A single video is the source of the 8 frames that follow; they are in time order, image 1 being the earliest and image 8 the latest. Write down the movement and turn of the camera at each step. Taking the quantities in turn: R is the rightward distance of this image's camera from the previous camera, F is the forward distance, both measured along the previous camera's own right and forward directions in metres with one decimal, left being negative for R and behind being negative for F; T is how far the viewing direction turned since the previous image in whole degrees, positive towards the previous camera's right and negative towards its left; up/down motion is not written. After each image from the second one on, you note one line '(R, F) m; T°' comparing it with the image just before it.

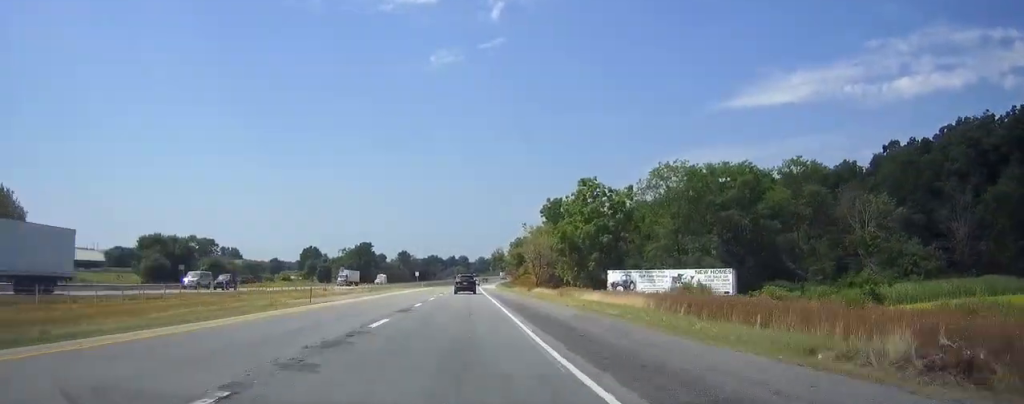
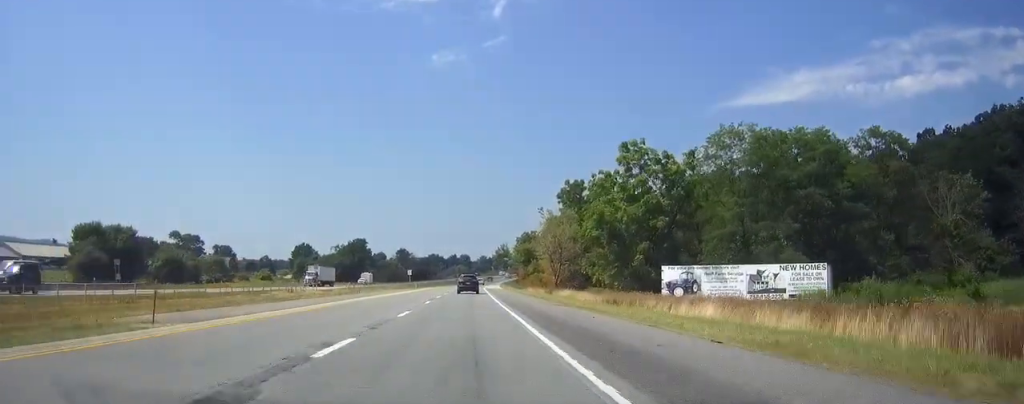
(-0.1, +19.5) m; 0°
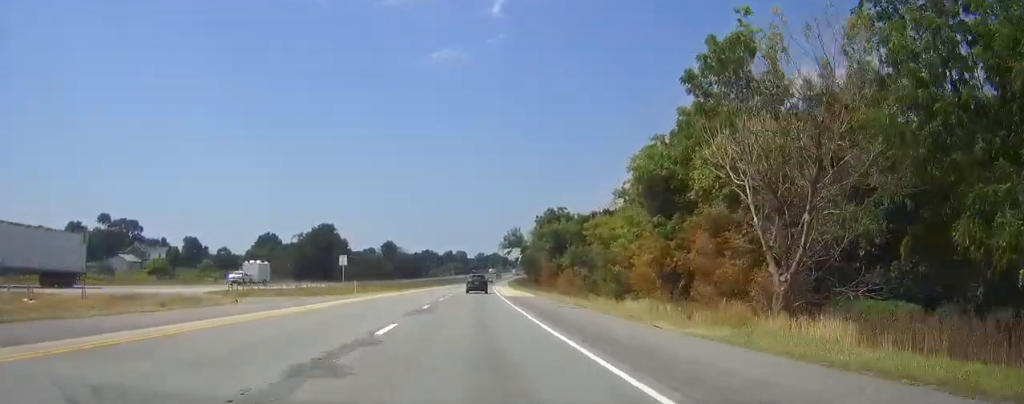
(-0.2, +56.4) m; 0°
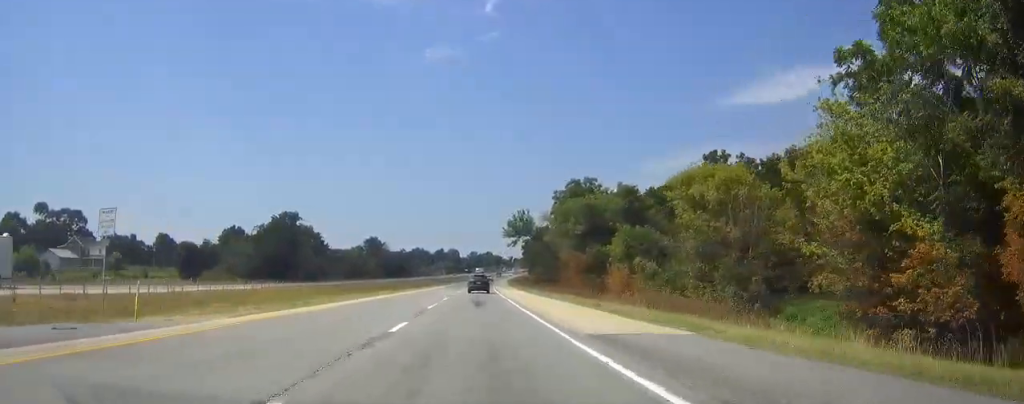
(0.0, +34.6) m; 0°
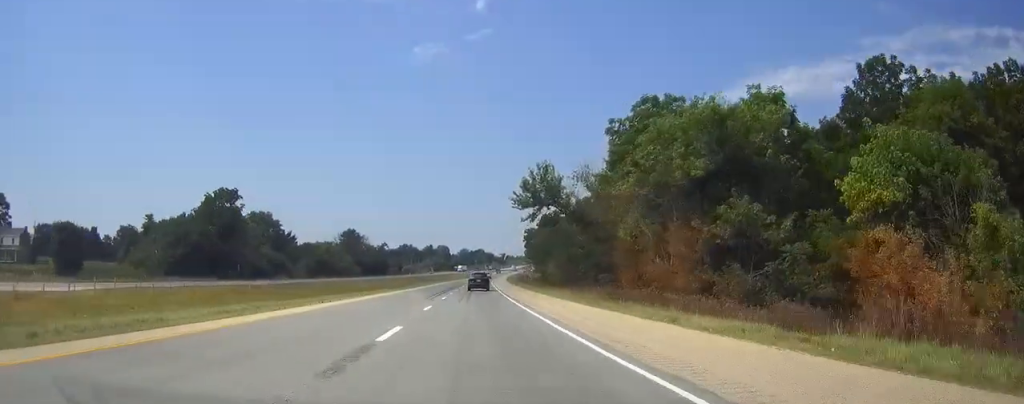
(+0.3, +38.9) m; +1°
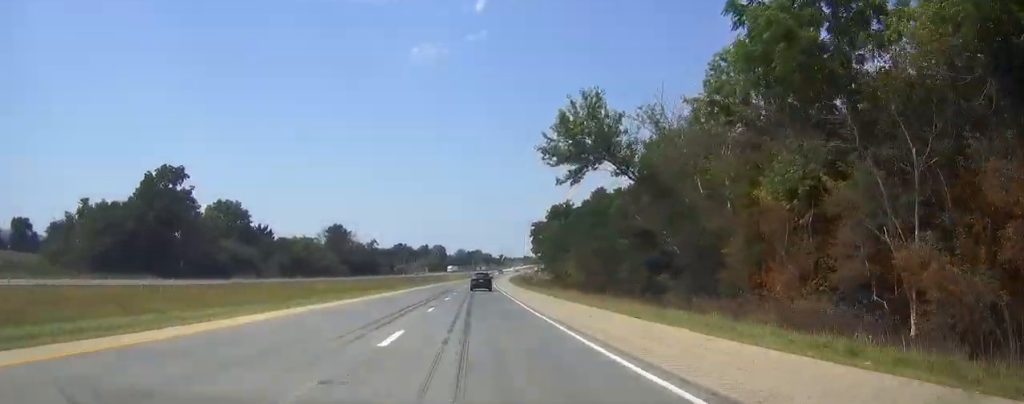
(+0.2, +24.9) m; 0°
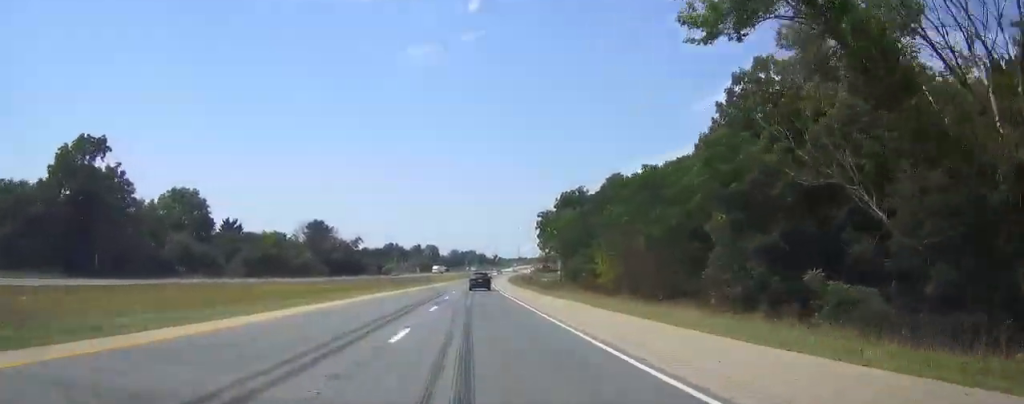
(0.0, +23.8) m; 0°
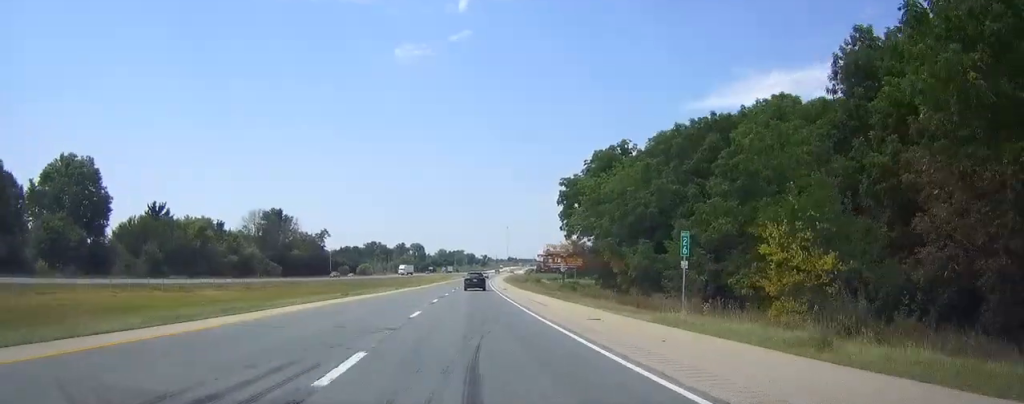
(+0.3, +41.0) m; +1°
